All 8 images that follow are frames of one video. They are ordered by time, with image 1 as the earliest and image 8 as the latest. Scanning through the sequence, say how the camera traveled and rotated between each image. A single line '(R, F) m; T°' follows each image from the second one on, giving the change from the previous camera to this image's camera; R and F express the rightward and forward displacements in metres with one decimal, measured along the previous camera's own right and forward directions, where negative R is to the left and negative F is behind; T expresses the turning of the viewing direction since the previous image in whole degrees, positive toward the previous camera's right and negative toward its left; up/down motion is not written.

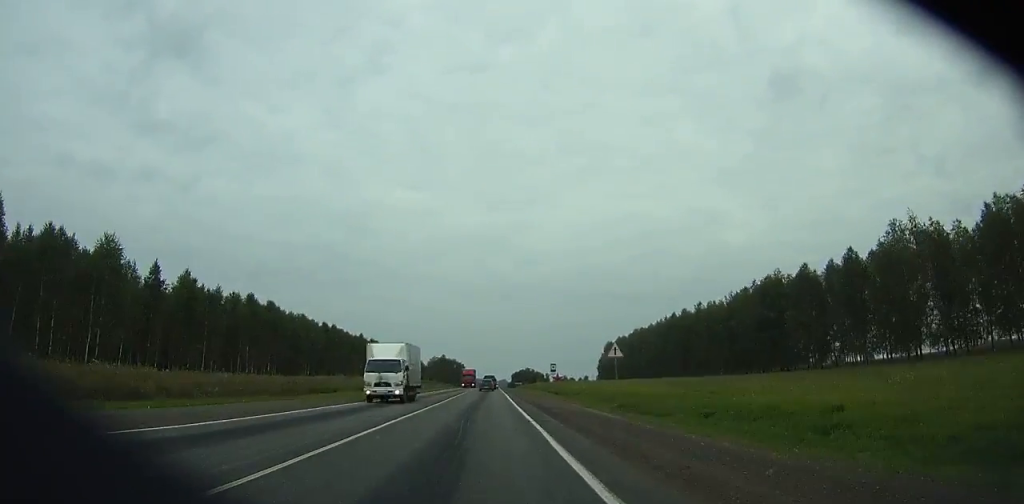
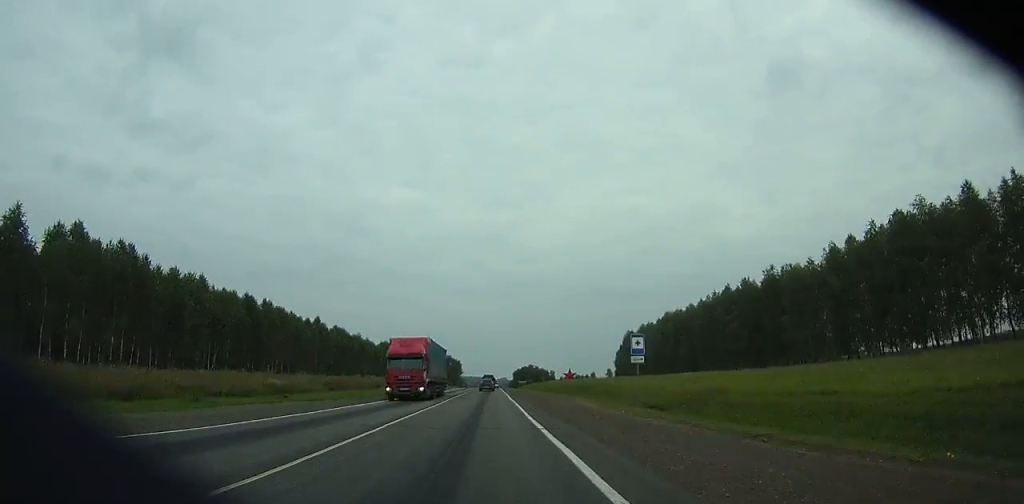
(0.0, +44.3) m; 0°
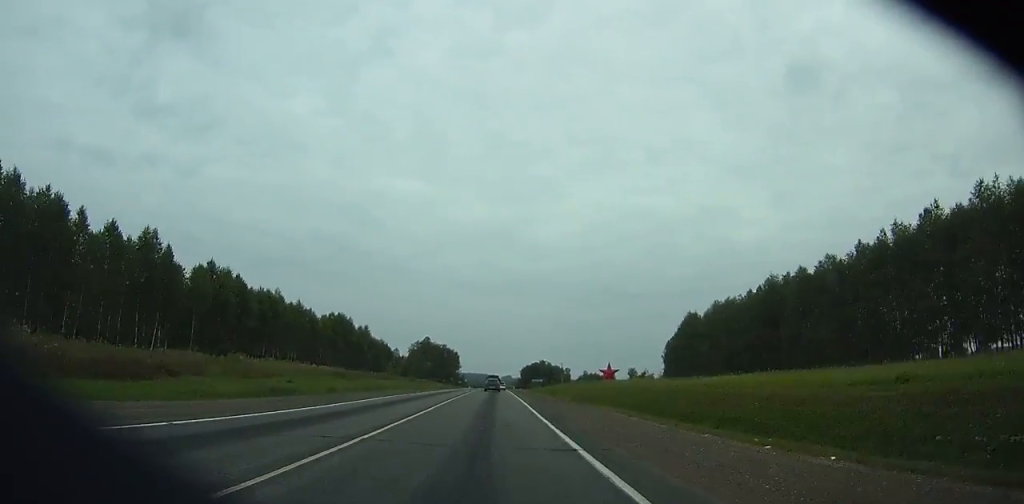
(-0.3, +67.5) m; 0°
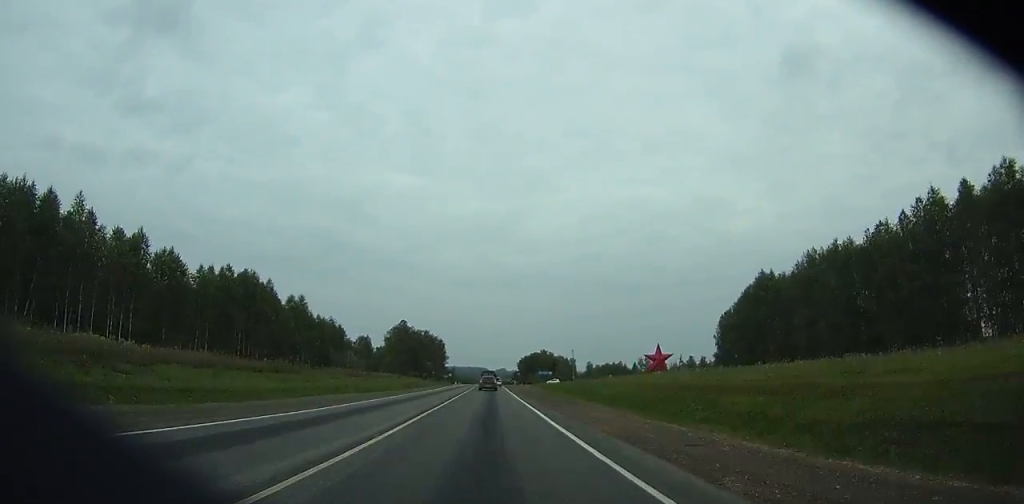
(-0.2, +50.8) m; 0°
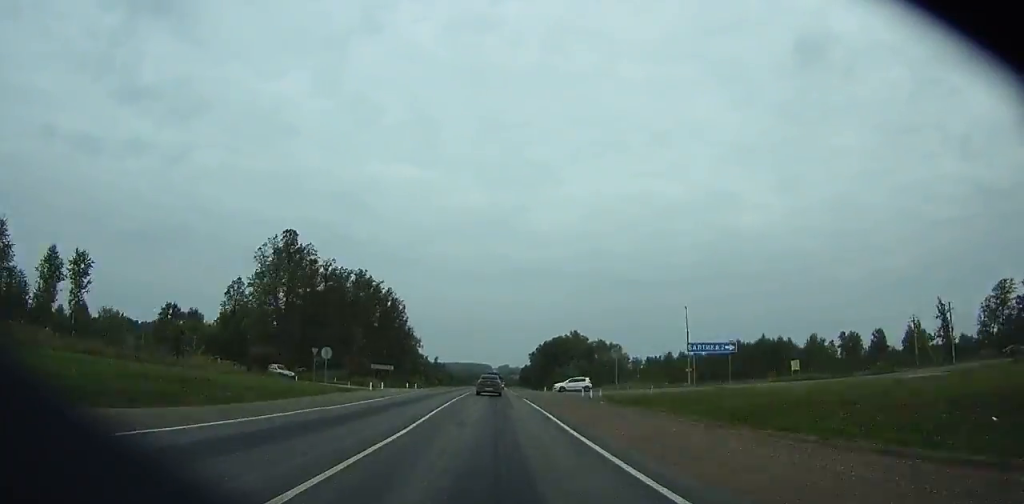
(-0.1, +118.4) m; 0°
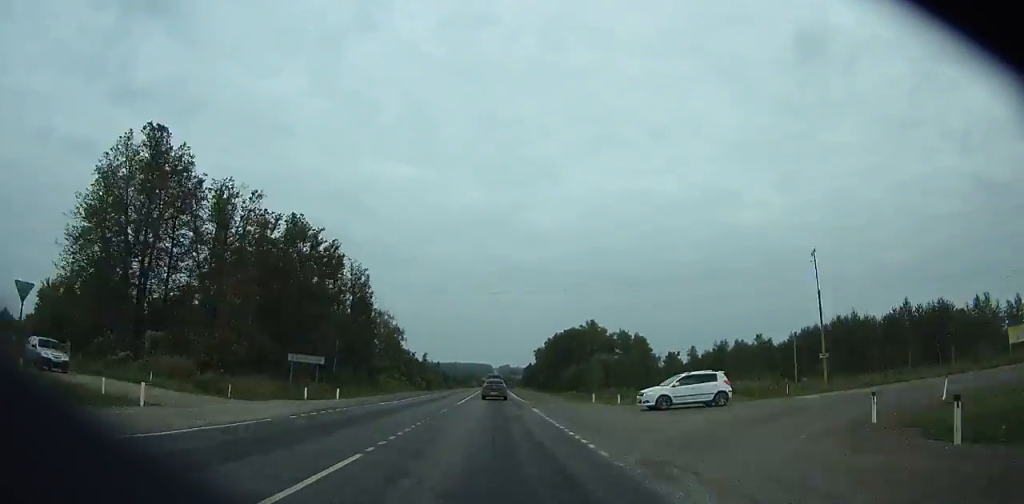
(-0.1, +38.5) m; 0°
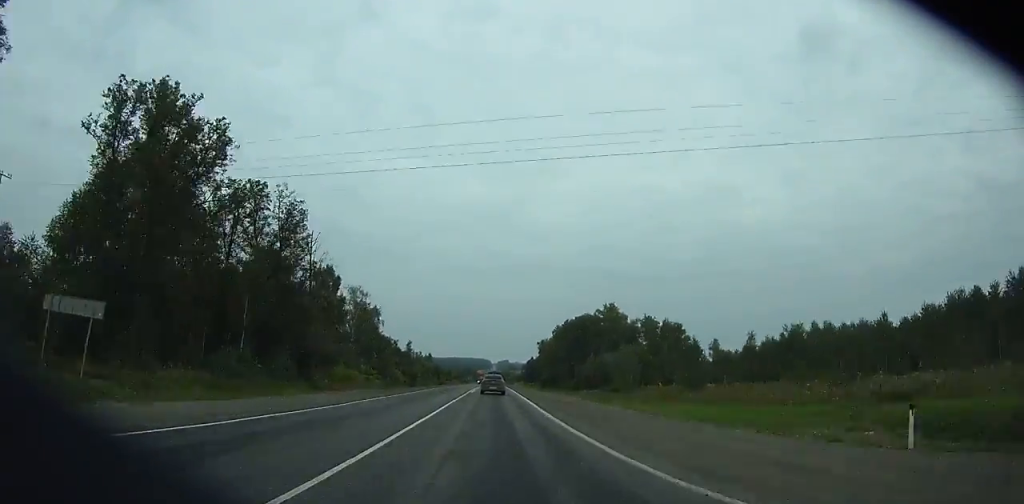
(0.0, +30.7) m; 0°
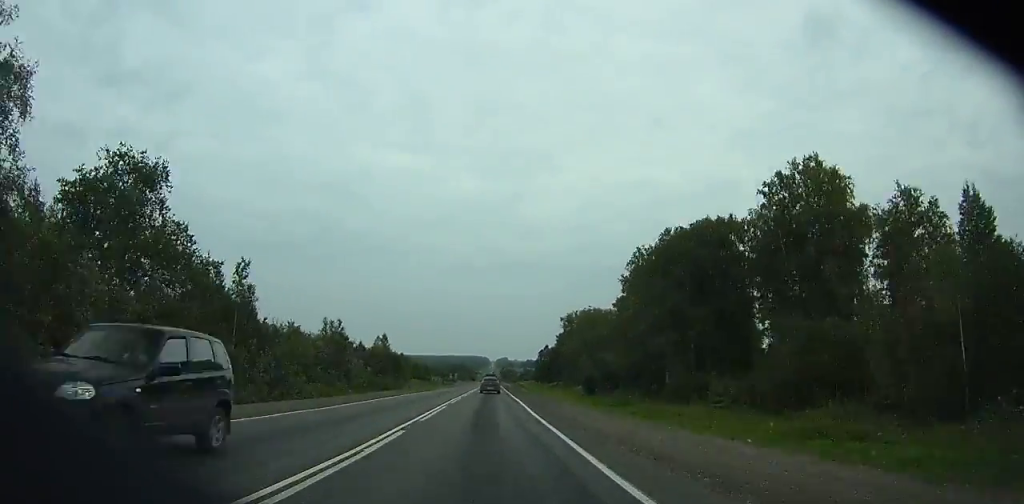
(+0.7, +100.7) m; +1°
